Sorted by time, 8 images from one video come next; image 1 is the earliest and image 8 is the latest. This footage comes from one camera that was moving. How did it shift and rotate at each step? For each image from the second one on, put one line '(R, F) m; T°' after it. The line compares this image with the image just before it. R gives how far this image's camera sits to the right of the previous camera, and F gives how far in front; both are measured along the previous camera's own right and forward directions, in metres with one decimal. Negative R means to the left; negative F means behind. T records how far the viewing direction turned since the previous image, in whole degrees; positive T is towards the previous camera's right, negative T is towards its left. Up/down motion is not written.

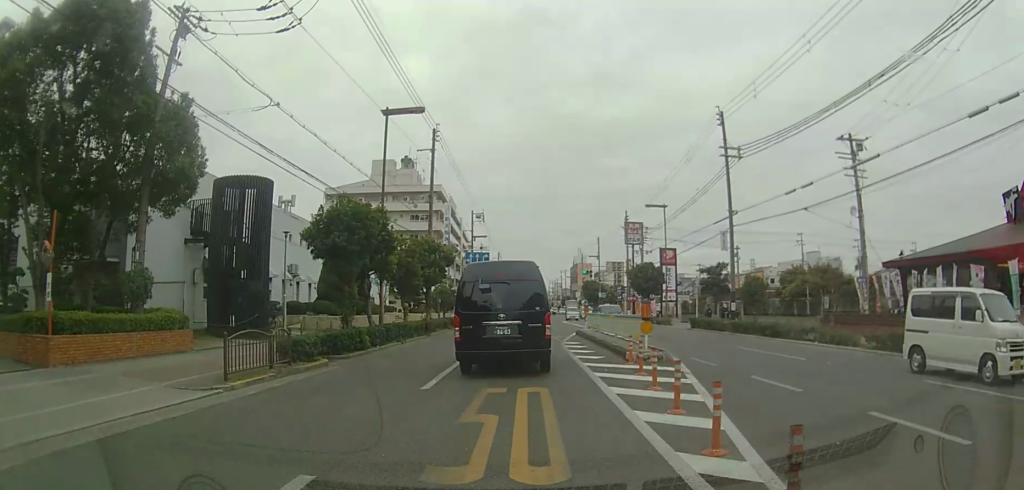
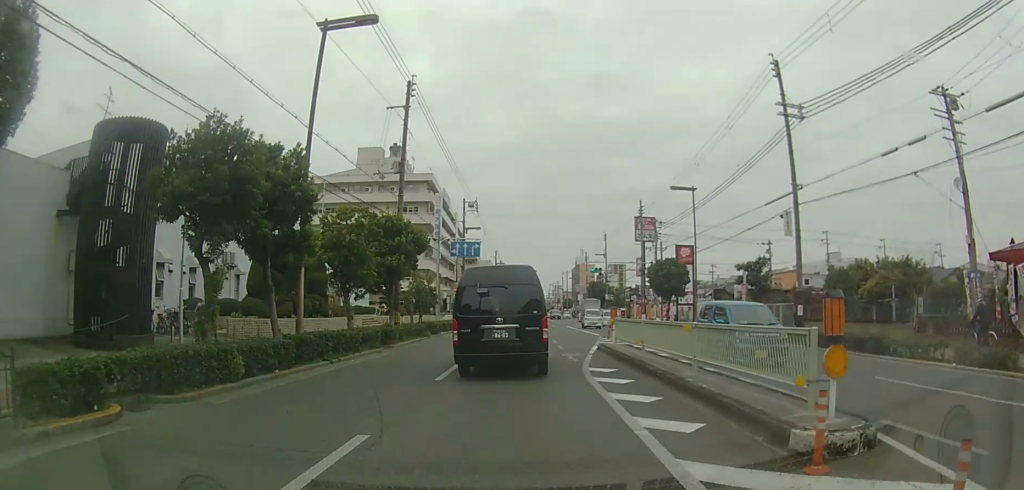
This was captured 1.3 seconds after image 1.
(0.0, +8.5) m; 0°
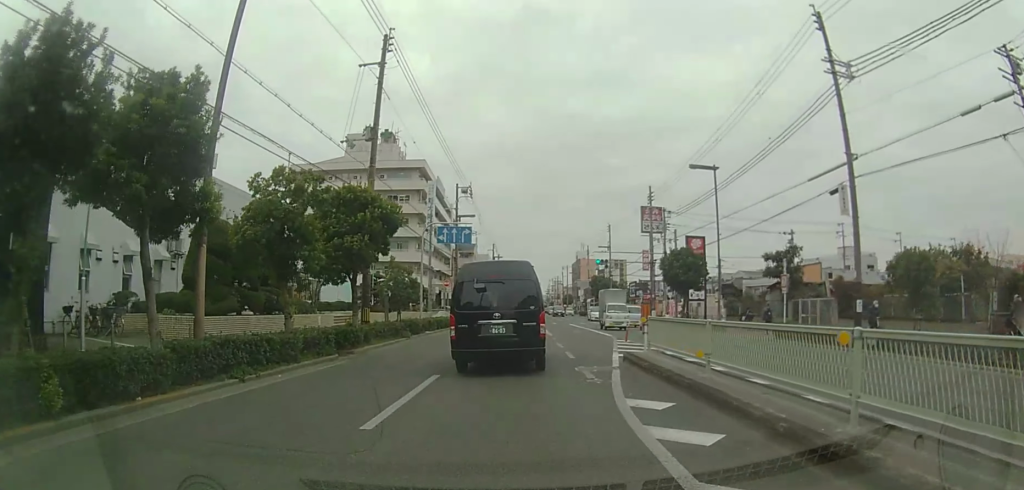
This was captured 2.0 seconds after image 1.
(-0.1, +5.1) m; -1°
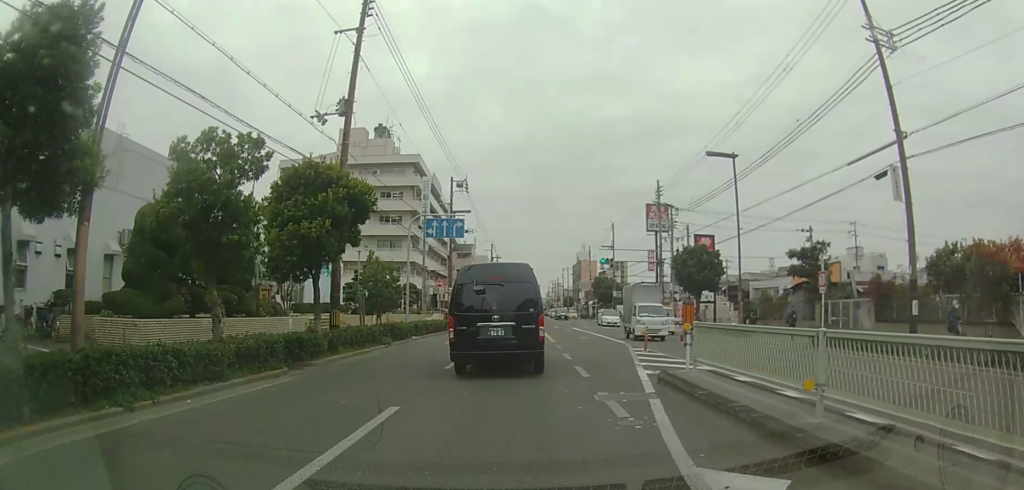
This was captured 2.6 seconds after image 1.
(-0.1, +3.7) m; -1°
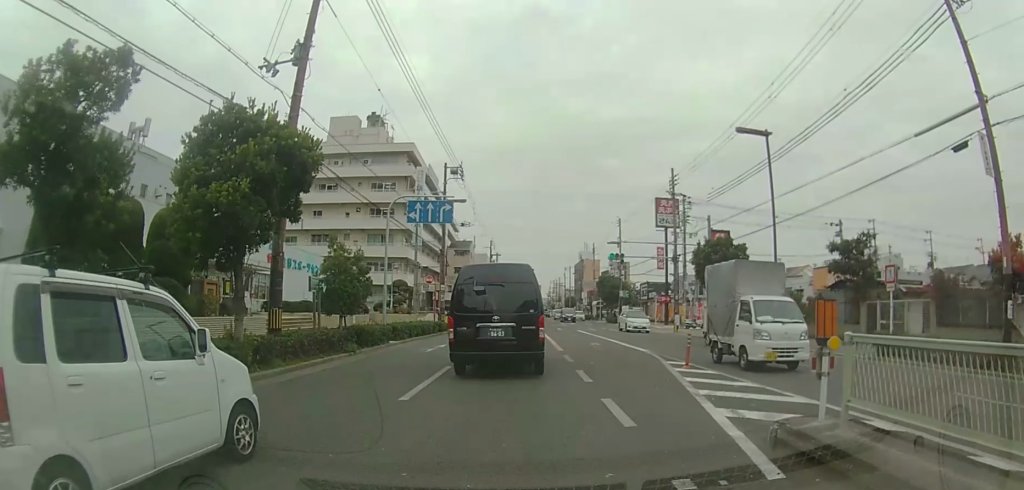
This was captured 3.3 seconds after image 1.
(+0.1, +4.5) m; +1°
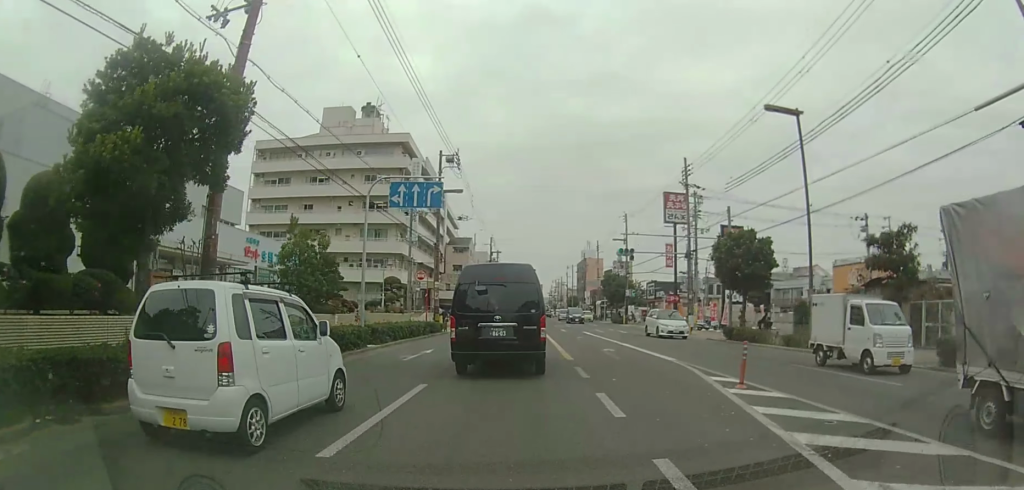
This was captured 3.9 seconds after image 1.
(0.0, +3.6) m; 0°
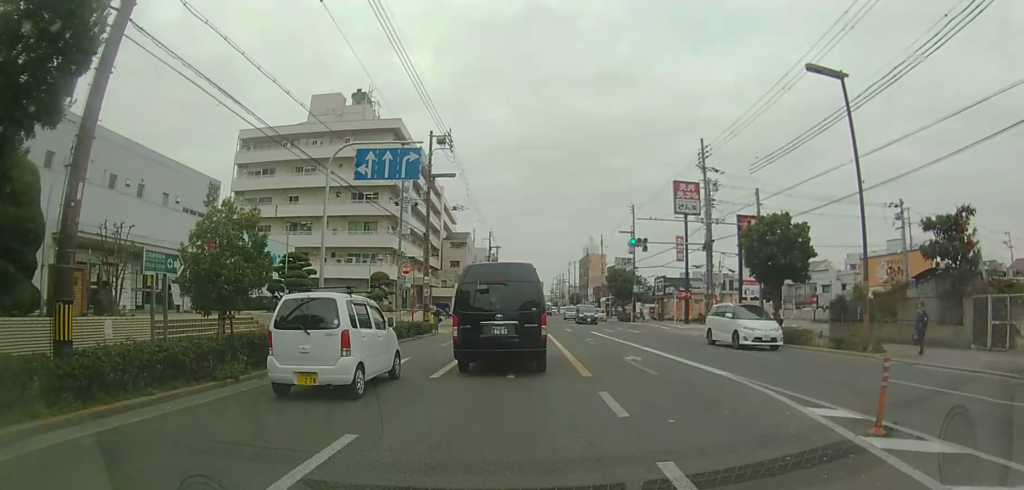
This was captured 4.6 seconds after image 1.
(0.0, +4.4) m; 0°
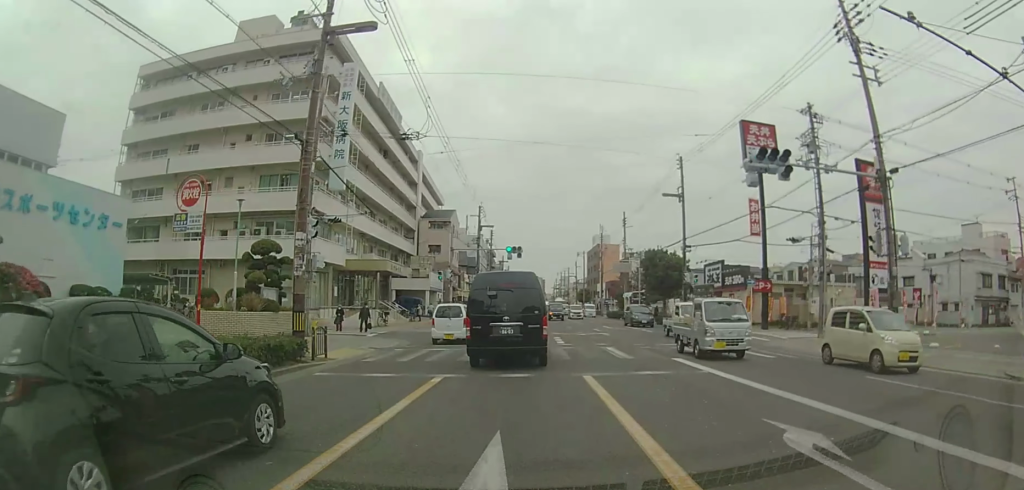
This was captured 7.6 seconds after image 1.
(-0.6, +20.0) m; -1°
